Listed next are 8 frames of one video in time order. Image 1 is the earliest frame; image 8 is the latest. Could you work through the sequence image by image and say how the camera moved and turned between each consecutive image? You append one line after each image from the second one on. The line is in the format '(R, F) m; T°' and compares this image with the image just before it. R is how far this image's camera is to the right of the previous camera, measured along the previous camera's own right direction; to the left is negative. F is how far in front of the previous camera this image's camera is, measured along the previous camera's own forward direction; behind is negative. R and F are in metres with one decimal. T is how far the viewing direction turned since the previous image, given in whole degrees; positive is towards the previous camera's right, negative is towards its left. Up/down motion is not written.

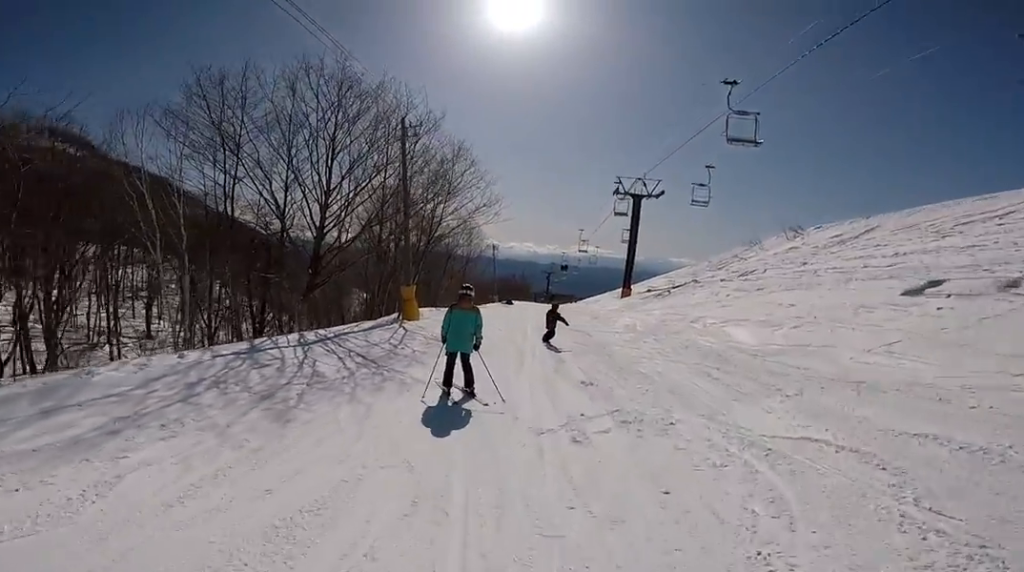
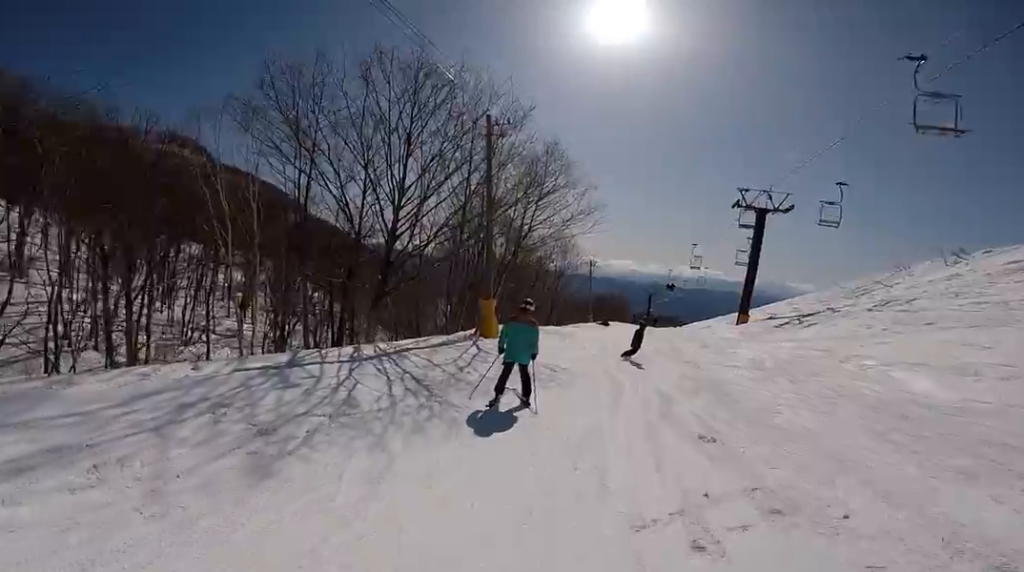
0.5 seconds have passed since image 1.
(-0.6, +1.7) m; -3°
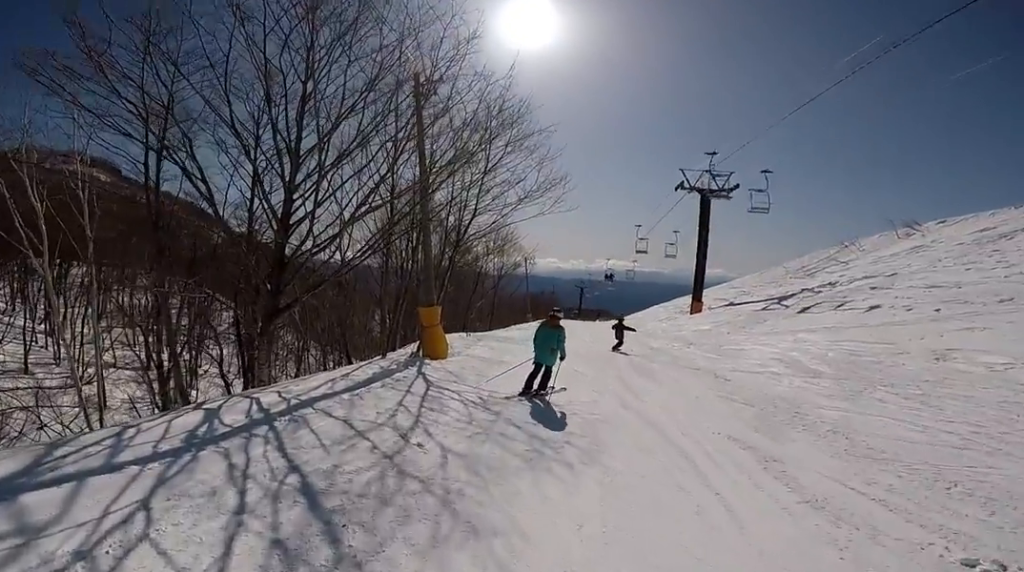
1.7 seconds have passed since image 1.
(+0.1, +4.6) m; +2°
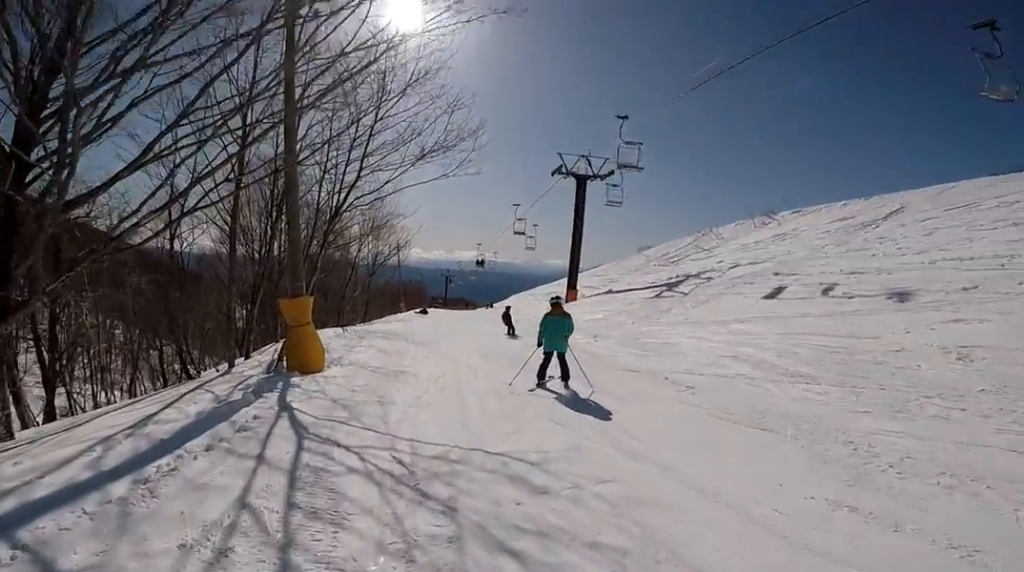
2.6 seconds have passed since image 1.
(-0.2, +4.0) m; +13°
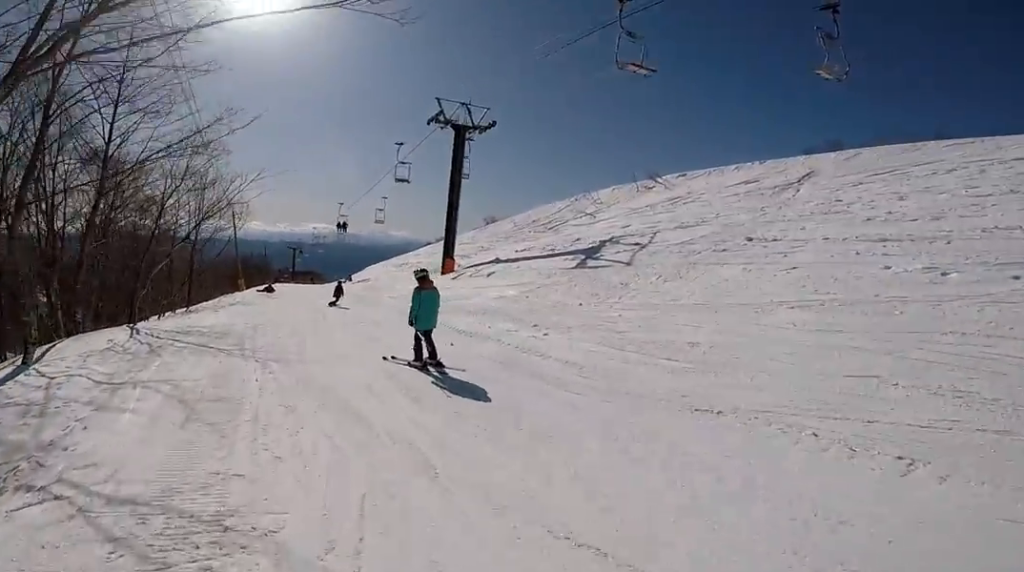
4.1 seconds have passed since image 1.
(+1.9, +5.6) m; +24°
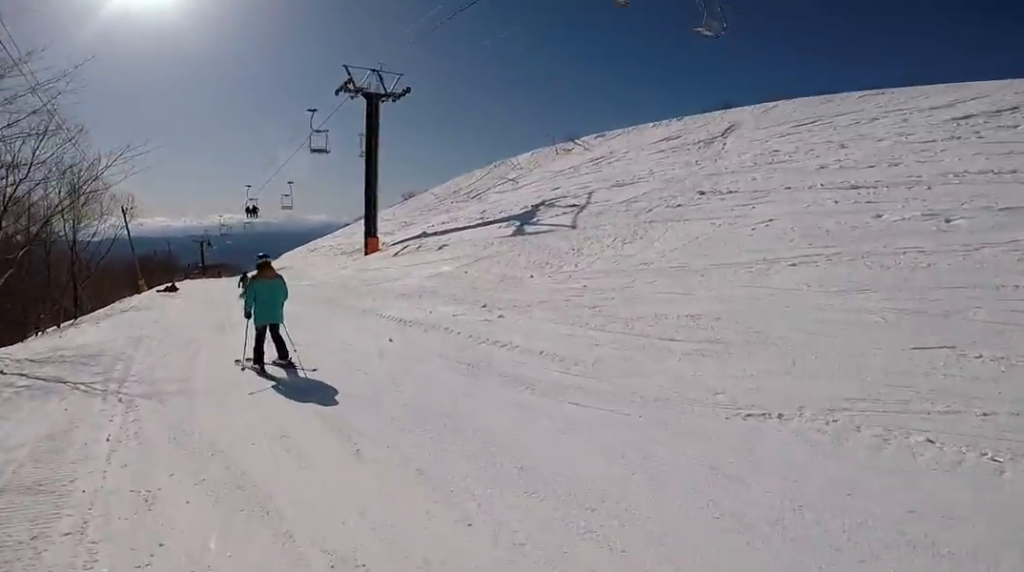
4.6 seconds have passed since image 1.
(-0.2, +2.2) m; +1°
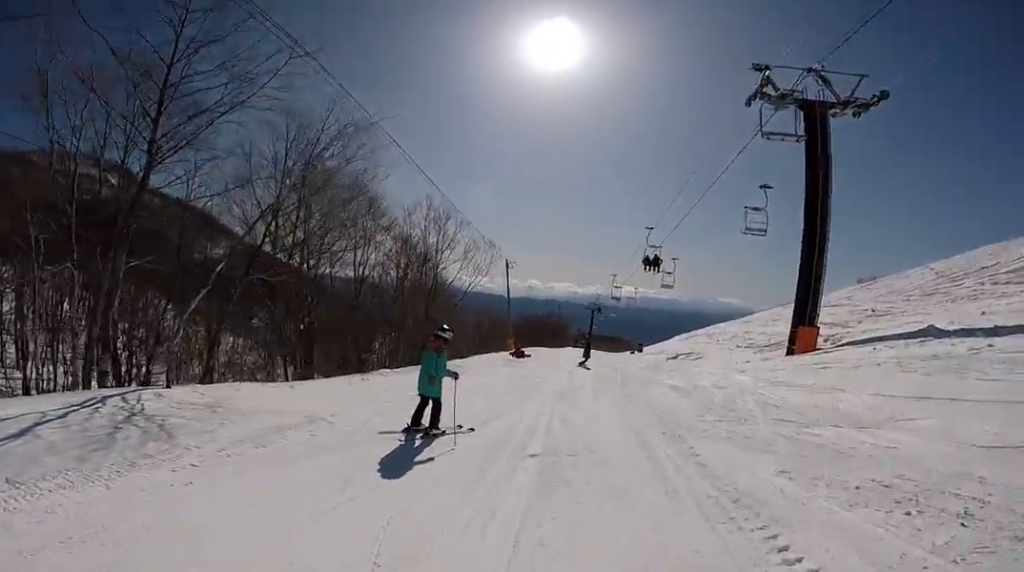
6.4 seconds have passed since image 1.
(-0.3, +7.3) m; -27°
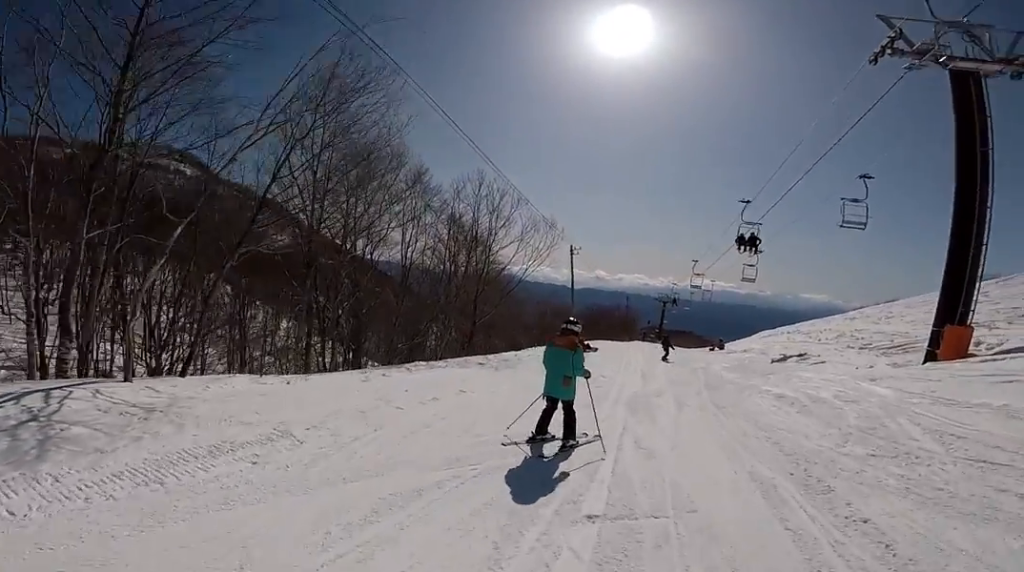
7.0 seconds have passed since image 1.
(-0.2, +2.5) m; -24°
